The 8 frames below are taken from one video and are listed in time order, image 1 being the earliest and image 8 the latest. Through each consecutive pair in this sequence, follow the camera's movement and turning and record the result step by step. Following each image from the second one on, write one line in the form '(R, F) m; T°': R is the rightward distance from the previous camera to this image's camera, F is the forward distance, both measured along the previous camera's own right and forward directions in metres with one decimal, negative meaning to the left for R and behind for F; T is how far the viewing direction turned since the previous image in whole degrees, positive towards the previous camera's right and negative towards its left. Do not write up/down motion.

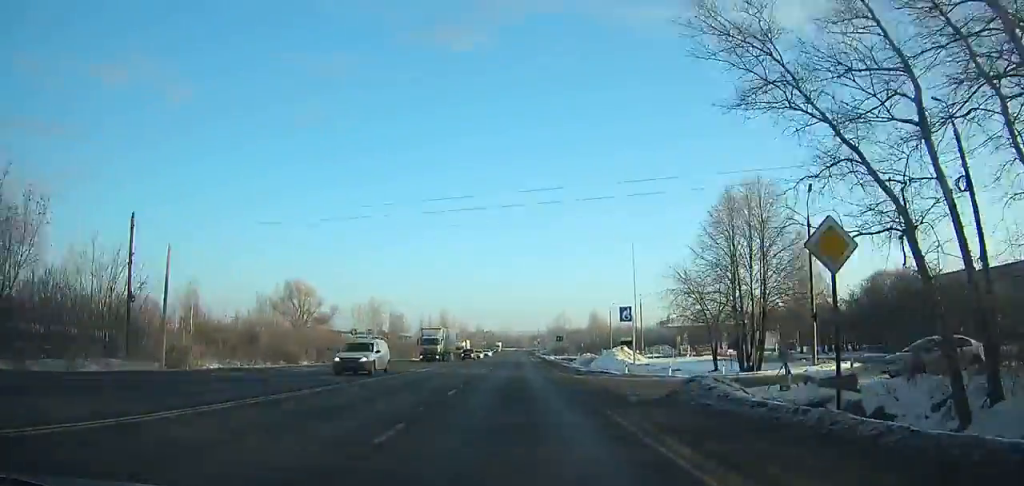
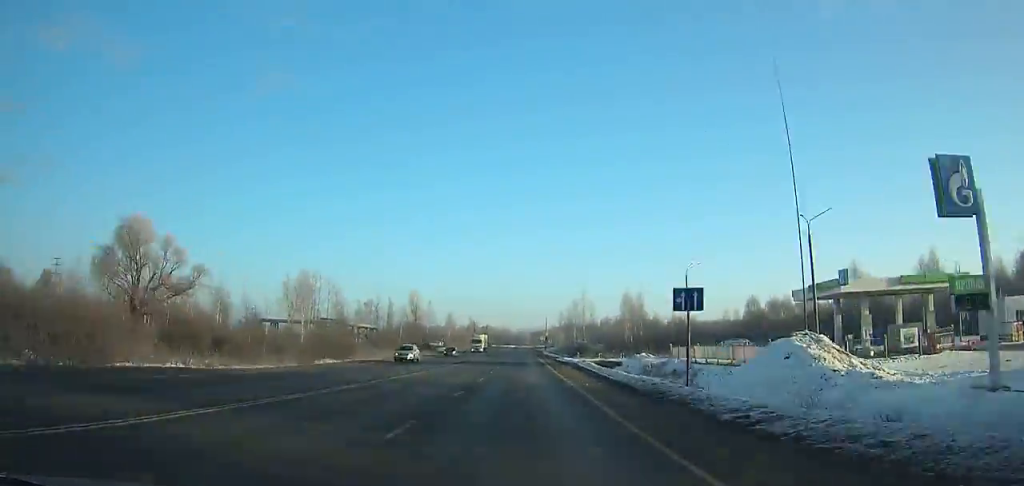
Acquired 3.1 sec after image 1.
(-0.2, +55.4) m; 0°
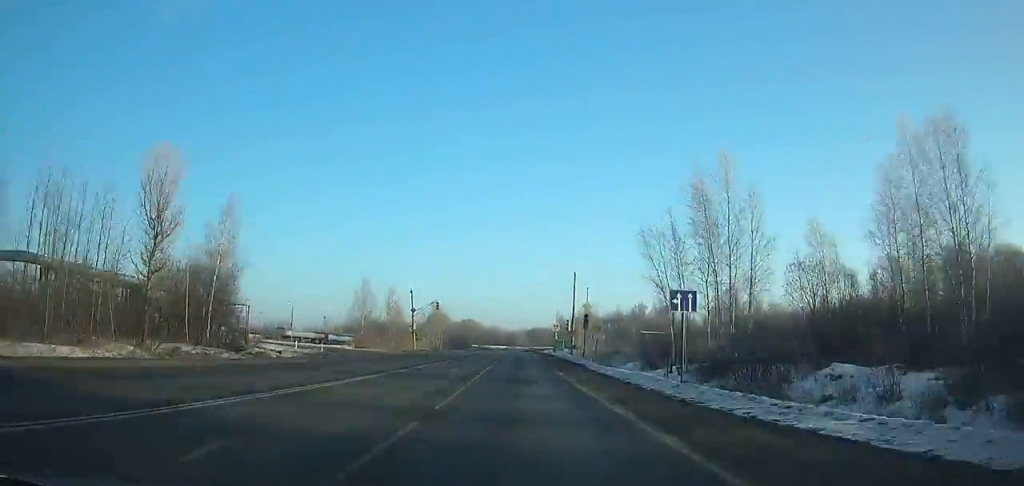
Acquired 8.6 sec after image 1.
(+0.2, +99.3) m; 0°
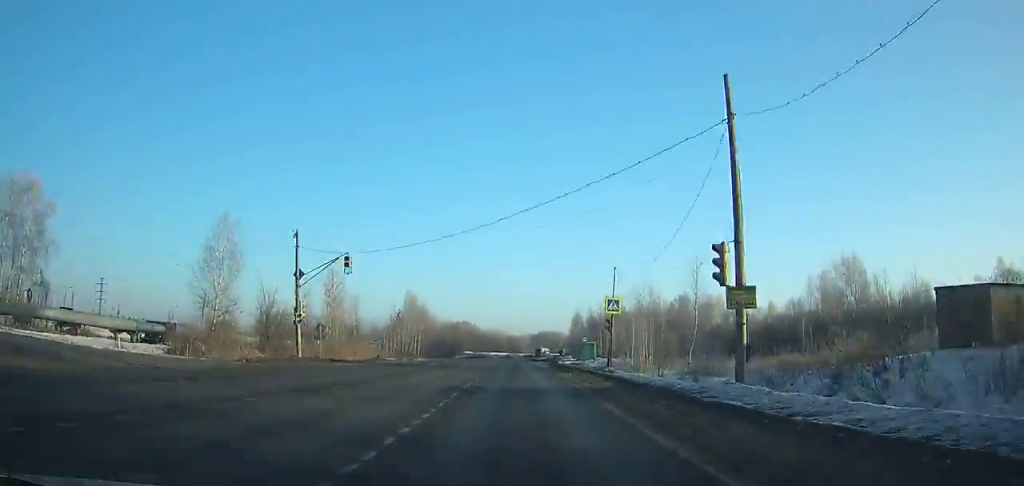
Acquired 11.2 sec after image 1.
(0.0, +47.3) m; 0°
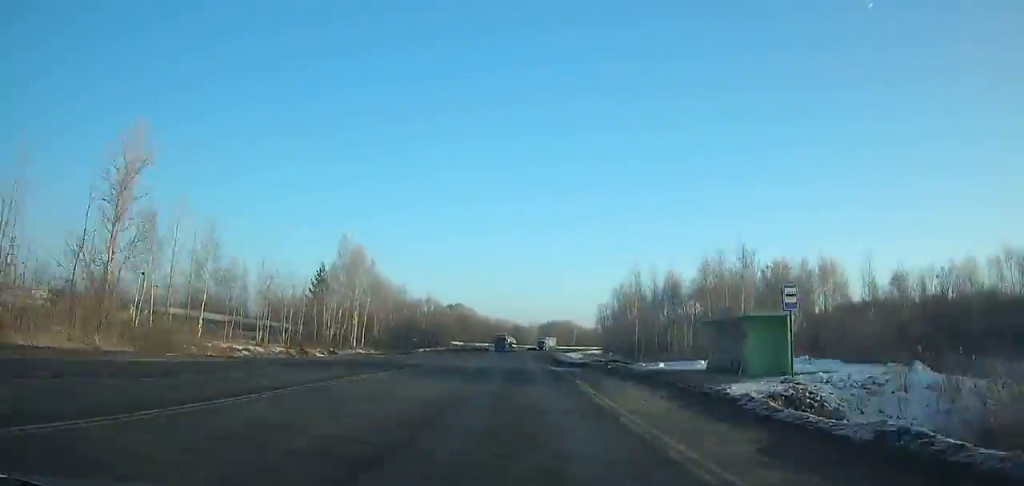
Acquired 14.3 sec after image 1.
(-0.1, +57.0) m; +1°
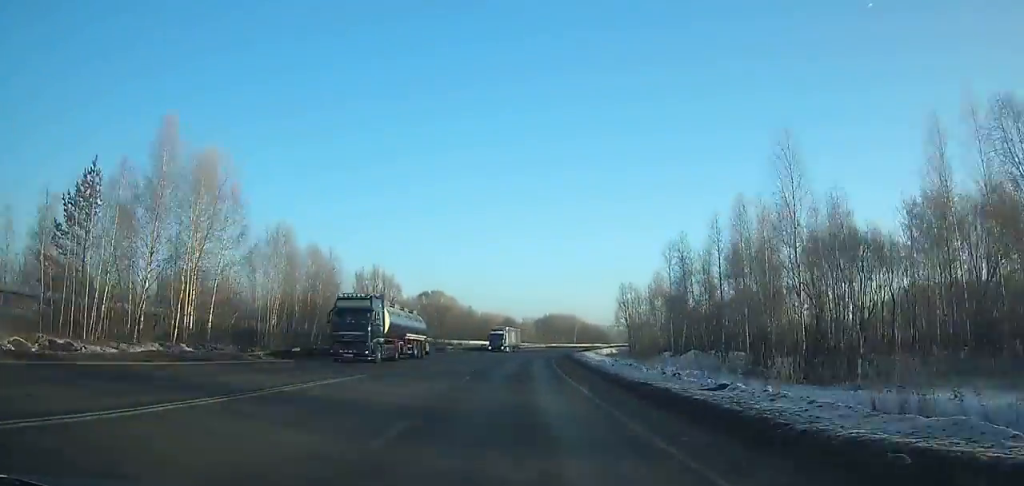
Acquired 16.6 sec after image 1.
(+0.3, +43.1) m; +2°
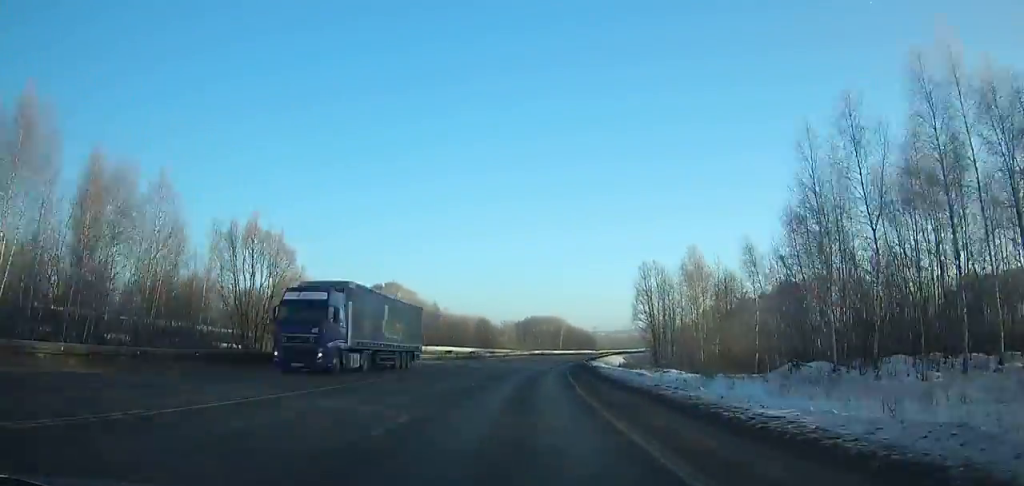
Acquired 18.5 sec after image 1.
(0.0, +36.0) m; +3°
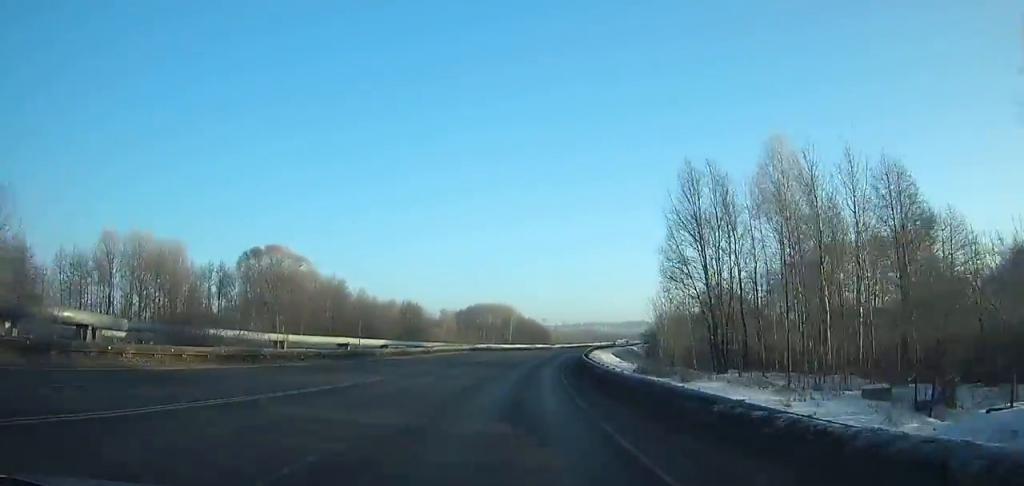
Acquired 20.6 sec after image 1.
(+1.8, +40.7) m; +5°
